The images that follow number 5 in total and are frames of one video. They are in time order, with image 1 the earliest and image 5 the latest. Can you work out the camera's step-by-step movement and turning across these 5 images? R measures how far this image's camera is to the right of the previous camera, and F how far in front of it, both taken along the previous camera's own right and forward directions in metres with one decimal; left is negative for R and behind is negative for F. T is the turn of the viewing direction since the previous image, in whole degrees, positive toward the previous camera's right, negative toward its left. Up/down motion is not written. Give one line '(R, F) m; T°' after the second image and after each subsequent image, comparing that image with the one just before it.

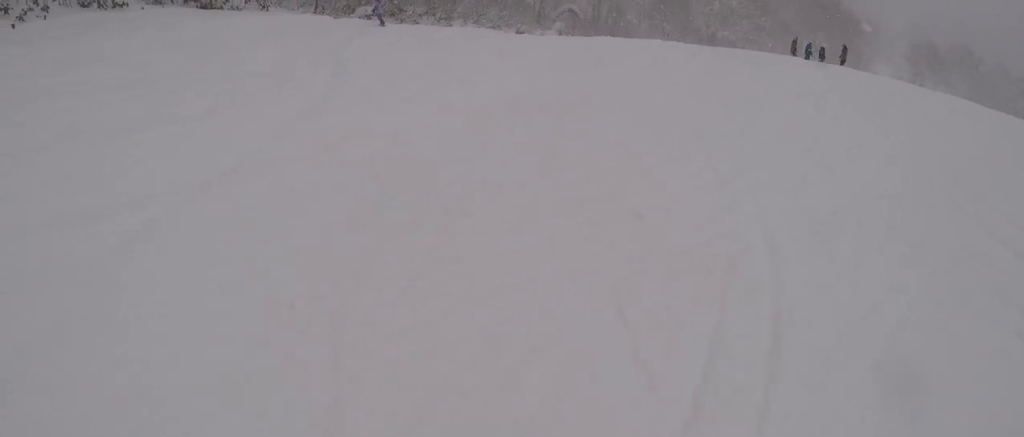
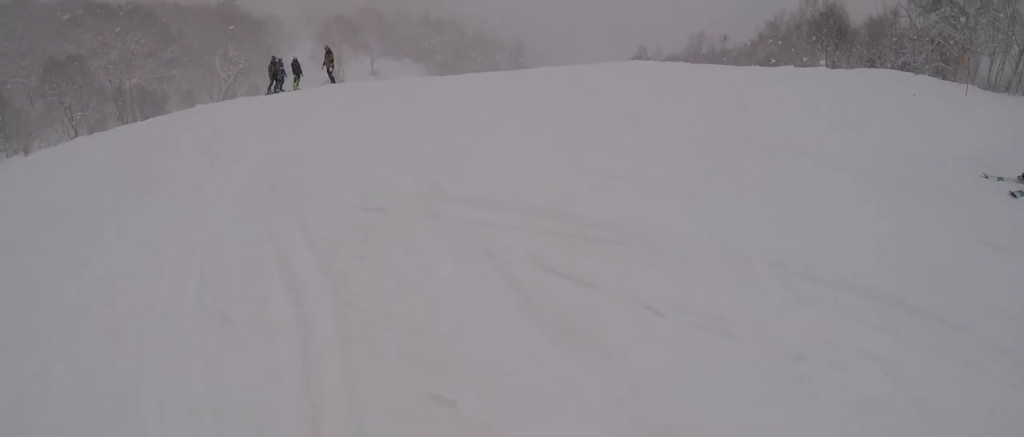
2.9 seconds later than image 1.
(+6.5, +8.3) m; +27°
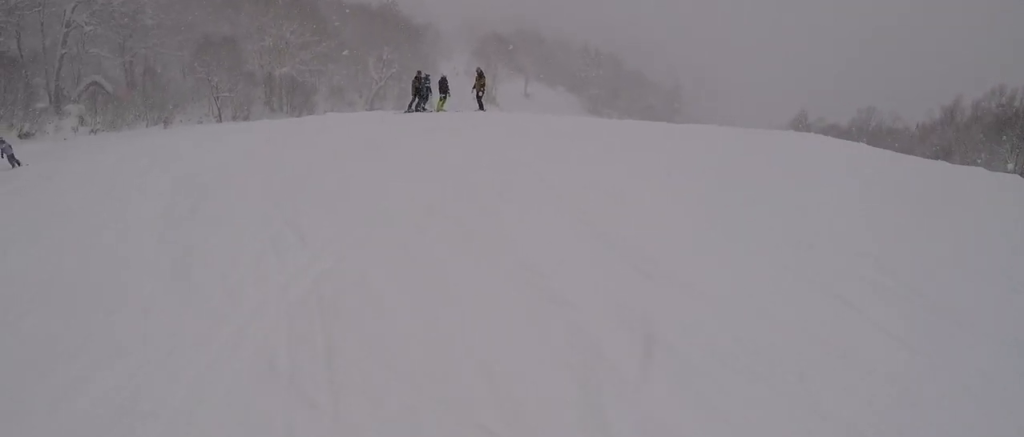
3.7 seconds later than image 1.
(-0.3, +3.3) m; -5°
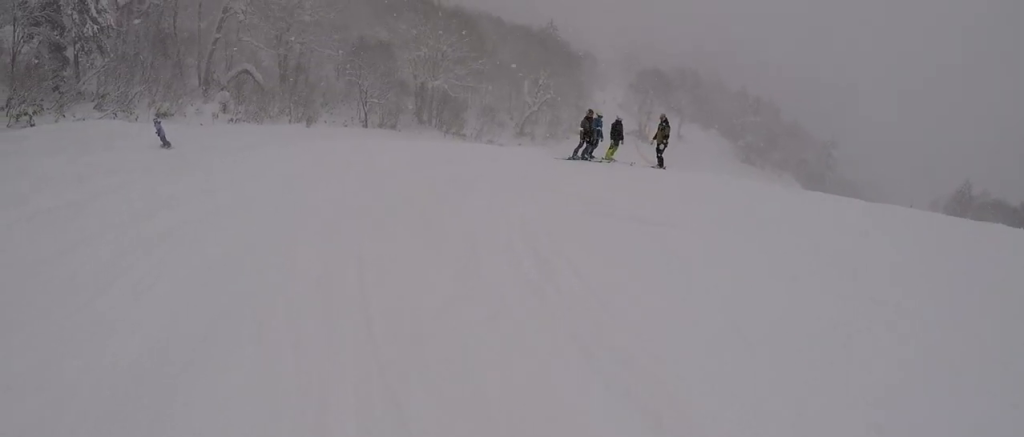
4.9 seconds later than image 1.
(-0.1, +4.8) m; -2°
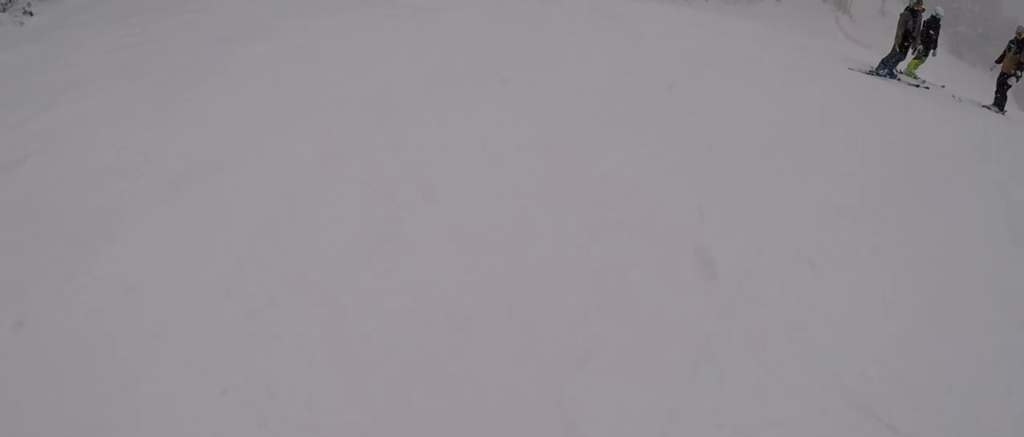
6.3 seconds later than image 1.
(-0.5, +6.1) m; -4°
